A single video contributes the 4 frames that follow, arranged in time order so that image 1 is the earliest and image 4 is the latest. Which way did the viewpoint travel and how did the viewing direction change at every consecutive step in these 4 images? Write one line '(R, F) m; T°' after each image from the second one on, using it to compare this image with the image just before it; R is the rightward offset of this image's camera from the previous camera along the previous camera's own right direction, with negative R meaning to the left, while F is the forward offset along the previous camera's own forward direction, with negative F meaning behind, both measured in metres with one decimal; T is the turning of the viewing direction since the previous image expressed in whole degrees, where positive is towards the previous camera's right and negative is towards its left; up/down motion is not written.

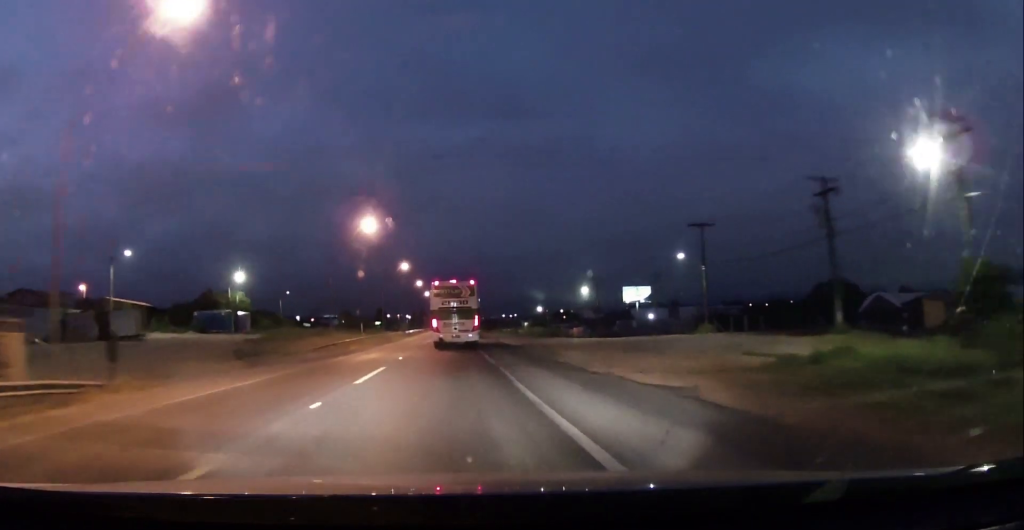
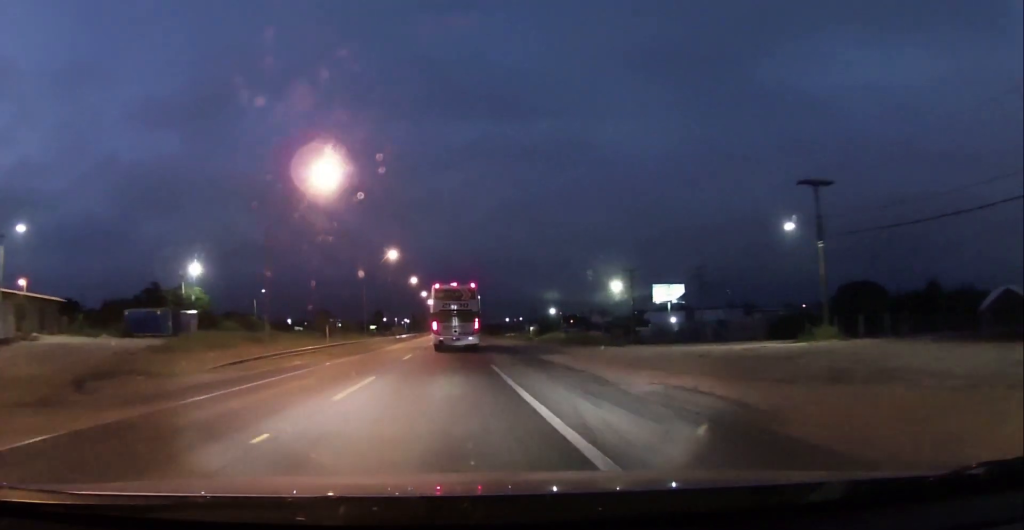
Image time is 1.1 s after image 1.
(0.0, +19.5) m; -1°
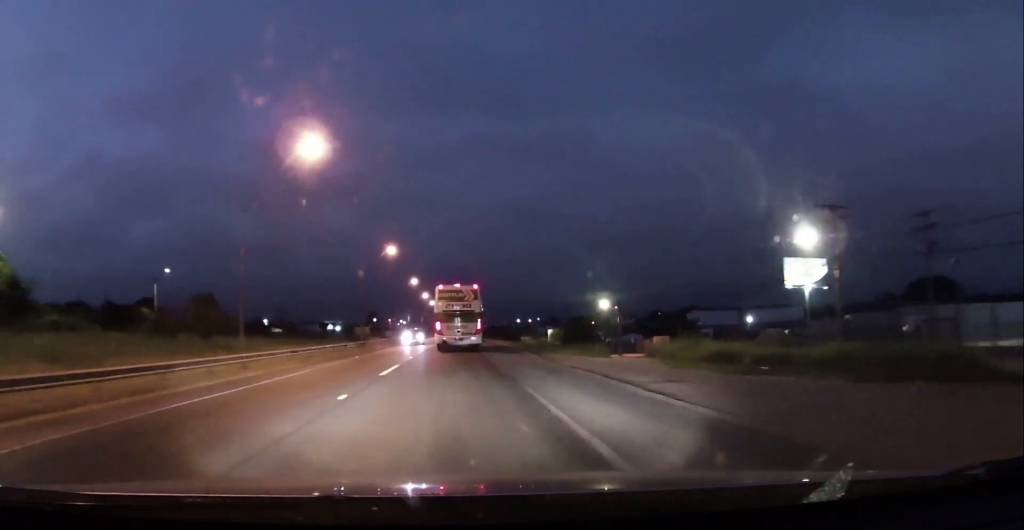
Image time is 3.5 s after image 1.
(-0.6, +45.2) m; -1°
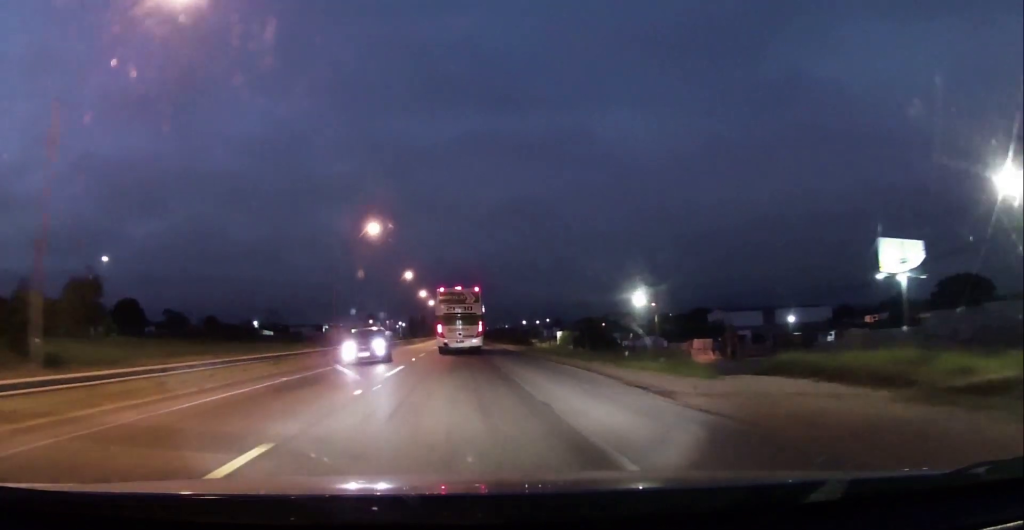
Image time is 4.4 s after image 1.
(0.0, +16.6) m; 0°
